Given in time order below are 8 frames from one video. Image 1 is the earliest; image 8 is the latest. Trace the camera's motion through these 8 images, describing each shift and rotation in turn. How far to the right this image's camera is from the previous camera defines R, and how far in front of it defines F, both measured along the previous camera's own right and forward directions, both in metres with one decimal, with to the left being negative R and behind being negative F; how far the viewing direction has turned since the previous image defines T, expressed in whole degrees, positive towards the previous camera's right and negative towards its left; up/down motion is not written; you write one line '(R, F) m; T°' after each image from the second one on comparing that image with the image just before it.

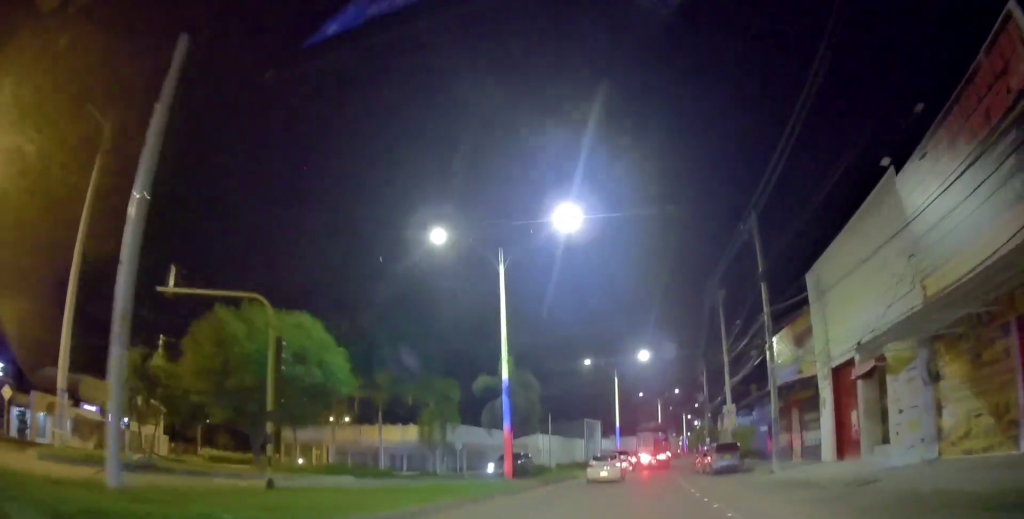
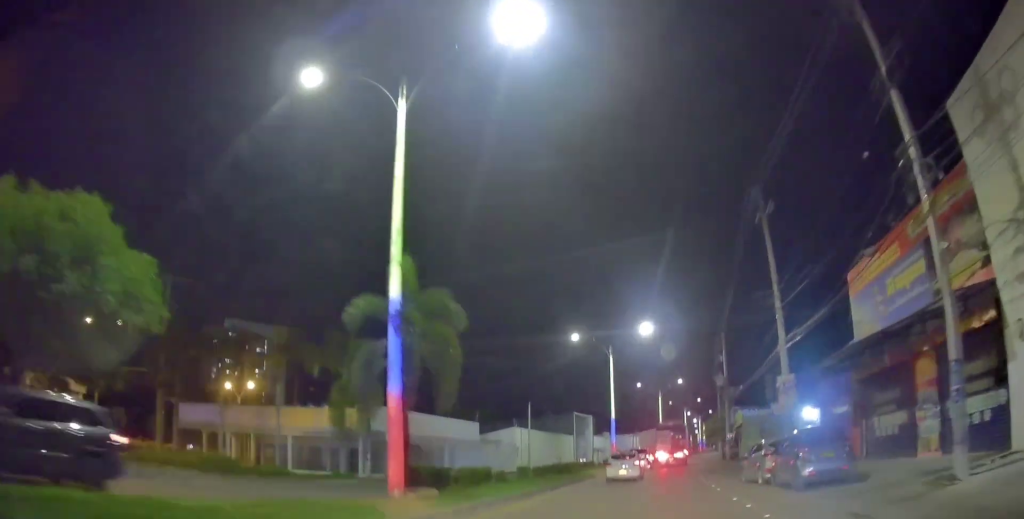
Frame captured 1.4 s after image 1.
(0.0, +12.2) m; 0°
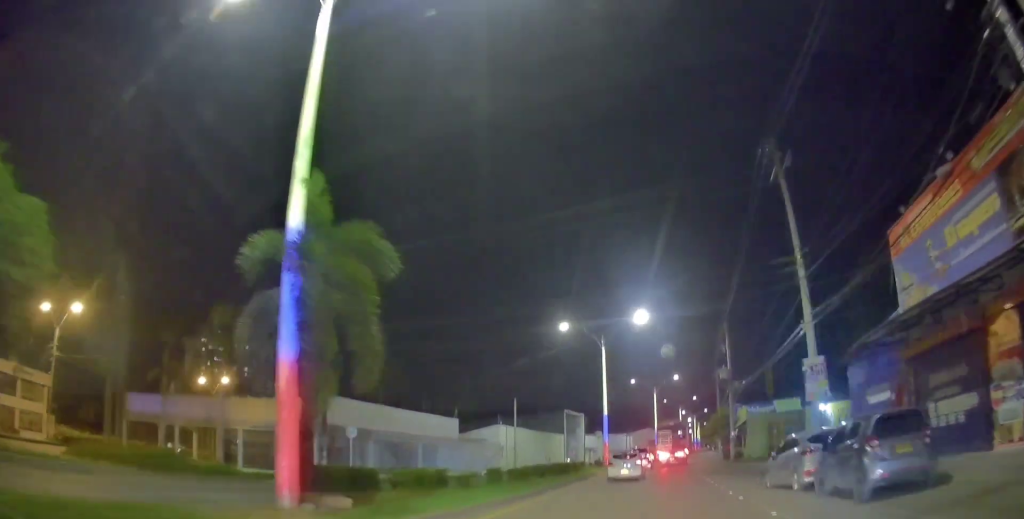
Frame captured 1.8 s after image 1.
(0.0, +4.0) m; 0°
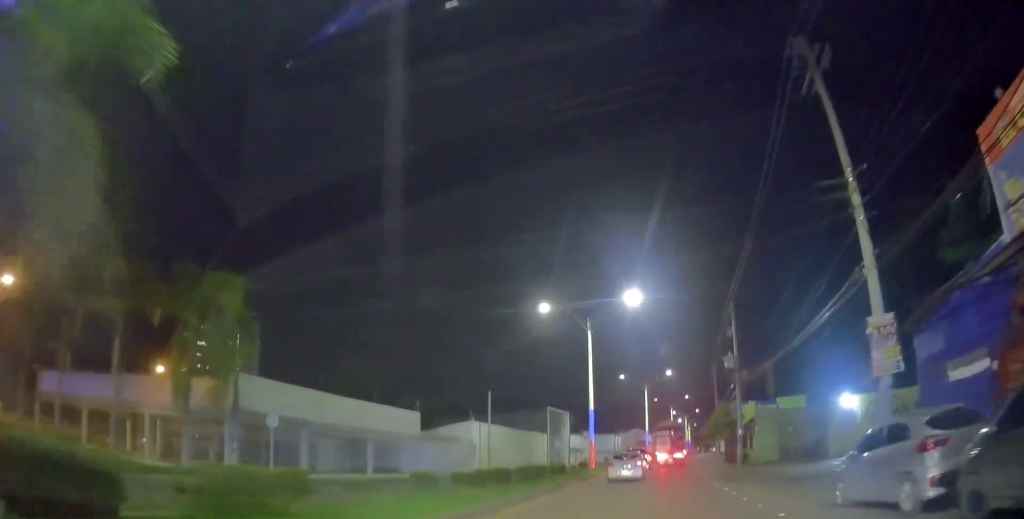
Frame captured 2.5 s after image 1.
(0.0, +5.8) m; +1°
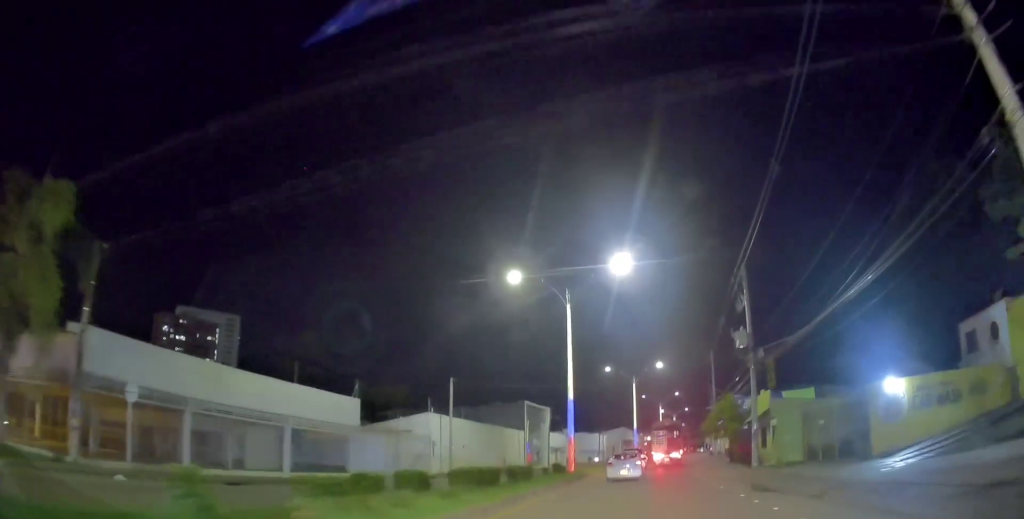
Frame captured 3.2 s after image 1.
(0.0, +6.8) m; +3°
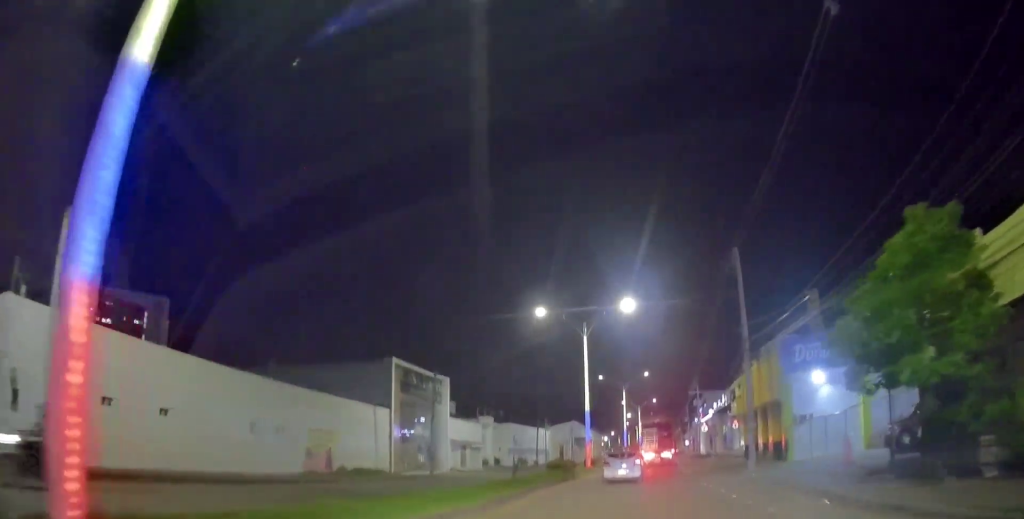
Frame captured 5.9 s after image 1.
(+1.7, +28.1) m; +4°
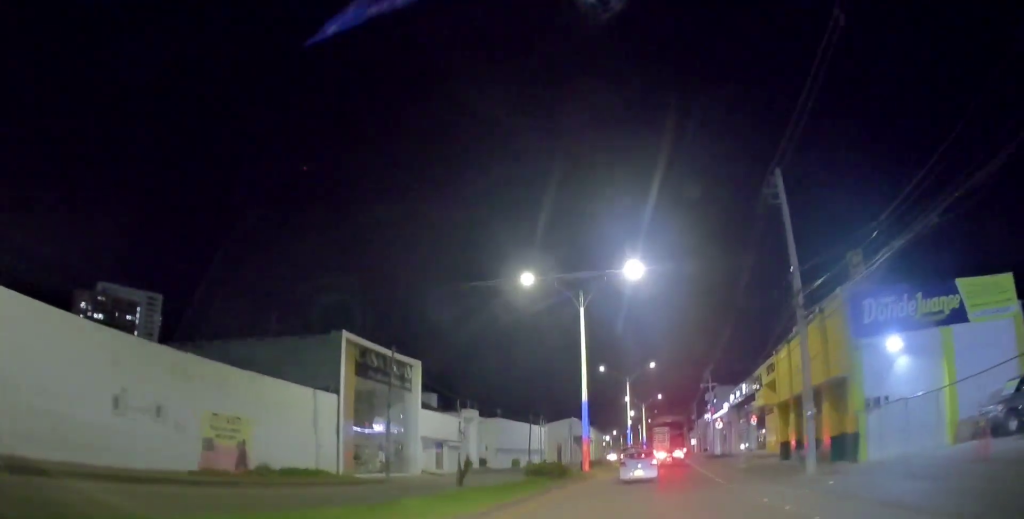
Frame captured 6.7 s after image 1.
(0.0, +7.9) m; +1°
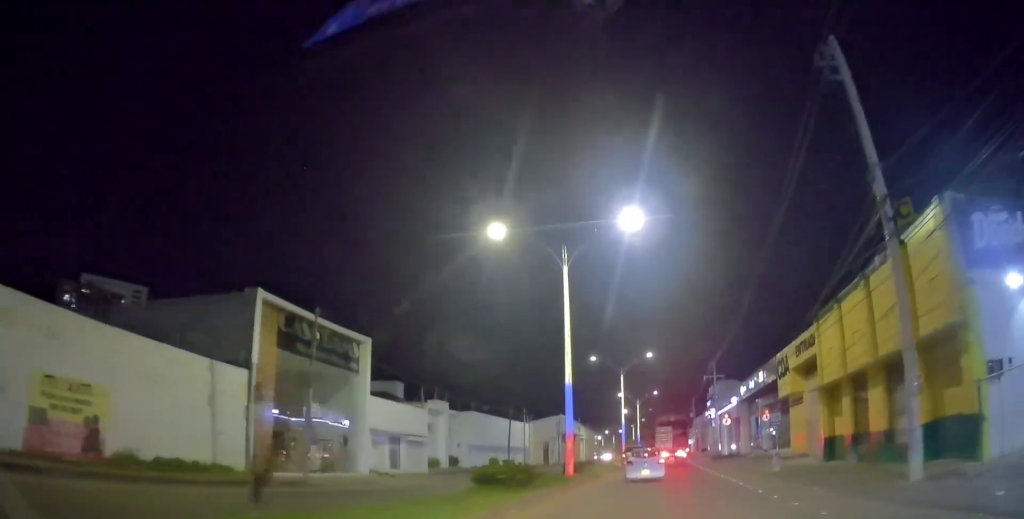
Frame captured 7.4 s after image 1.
(-0.1, +7.7) m; +2°
